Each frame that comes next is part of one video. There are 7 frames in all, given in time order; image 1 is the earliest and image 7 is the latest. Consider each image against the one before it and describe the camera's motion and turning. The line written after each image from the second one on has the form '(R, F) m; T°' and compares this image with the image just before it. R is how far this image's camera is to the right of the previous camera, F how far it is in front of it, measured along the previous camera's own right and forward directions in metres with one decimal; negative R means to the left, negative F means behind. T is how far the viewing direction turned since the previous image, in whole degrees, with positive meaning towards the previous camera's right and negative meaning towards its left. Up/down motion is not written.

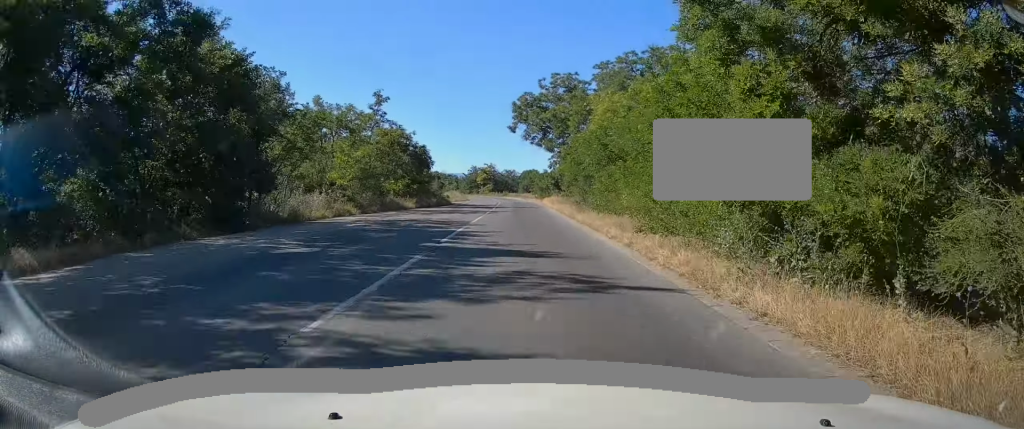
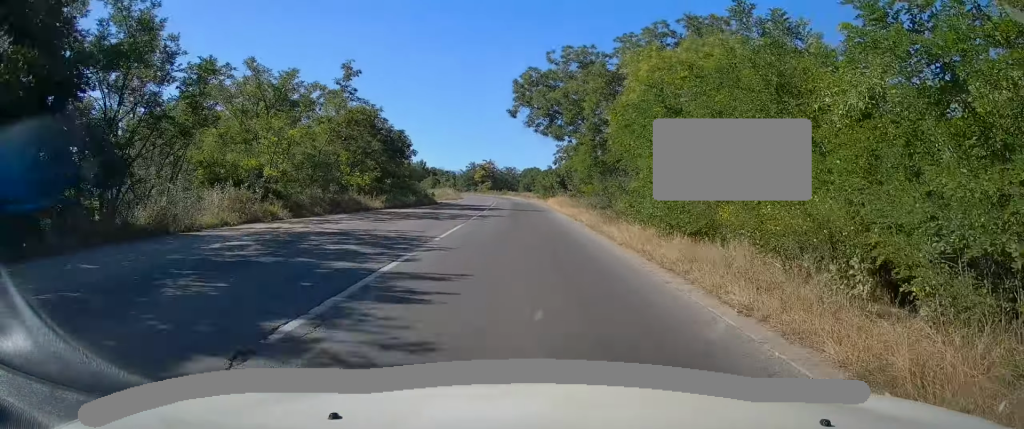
(0.0, +9.7) m; 0°
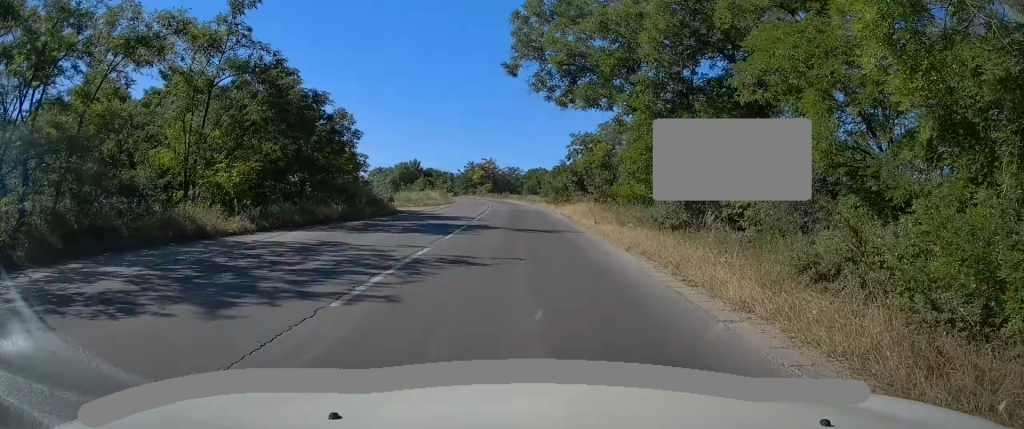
(-0.1, +16.7) m; 0°
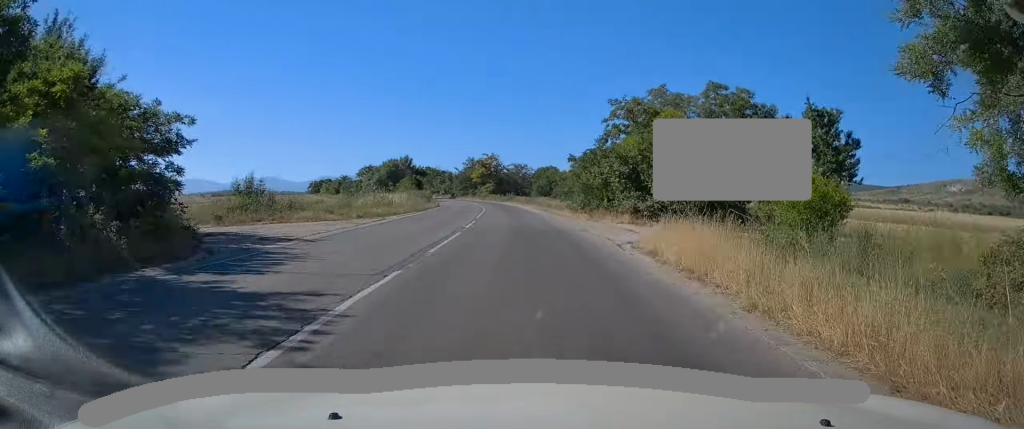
(0.0, +21.5) m; 0°
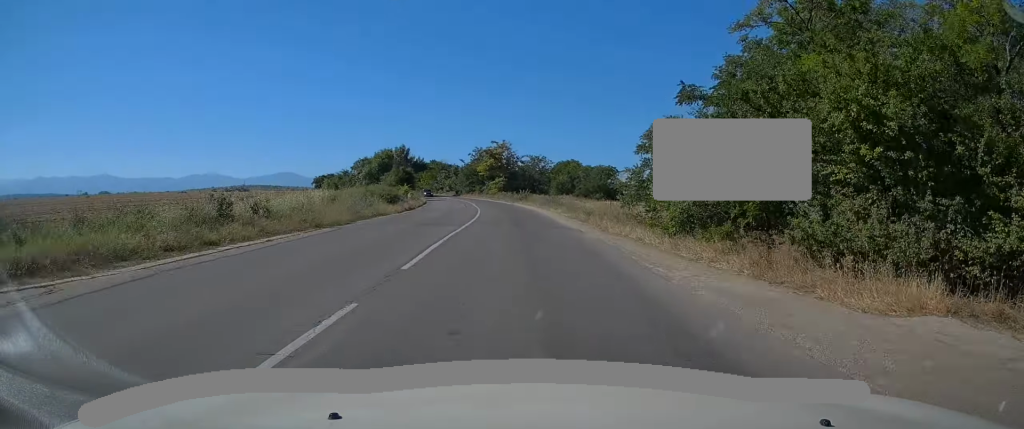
(-0.1, +20.8) m; -2°
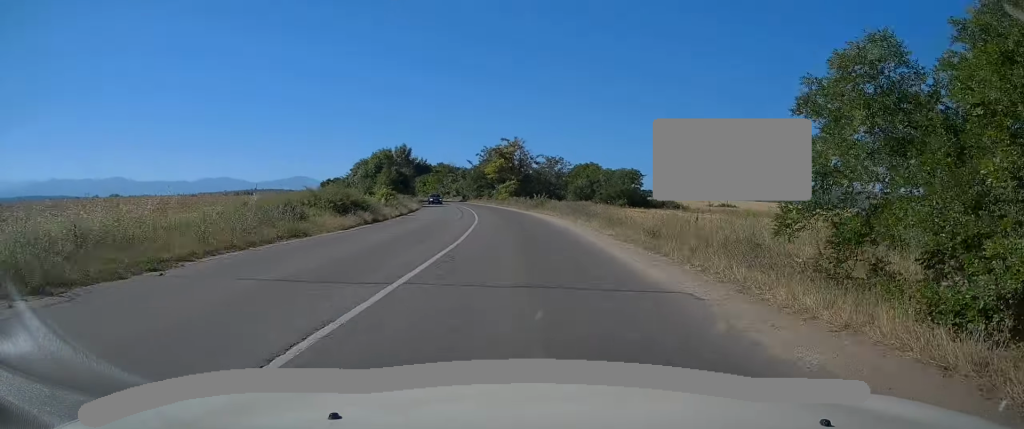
(-0.3, +11.7) m; -1°
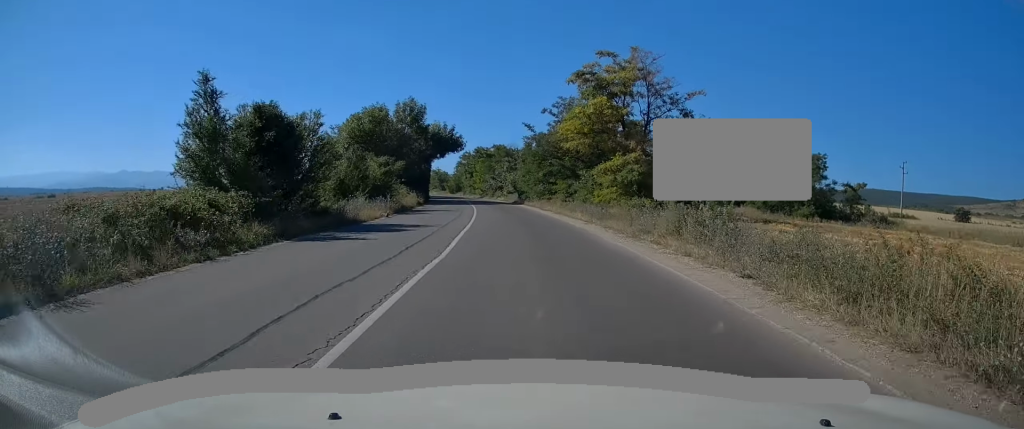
(-2.2, +46.5) m; -7°
